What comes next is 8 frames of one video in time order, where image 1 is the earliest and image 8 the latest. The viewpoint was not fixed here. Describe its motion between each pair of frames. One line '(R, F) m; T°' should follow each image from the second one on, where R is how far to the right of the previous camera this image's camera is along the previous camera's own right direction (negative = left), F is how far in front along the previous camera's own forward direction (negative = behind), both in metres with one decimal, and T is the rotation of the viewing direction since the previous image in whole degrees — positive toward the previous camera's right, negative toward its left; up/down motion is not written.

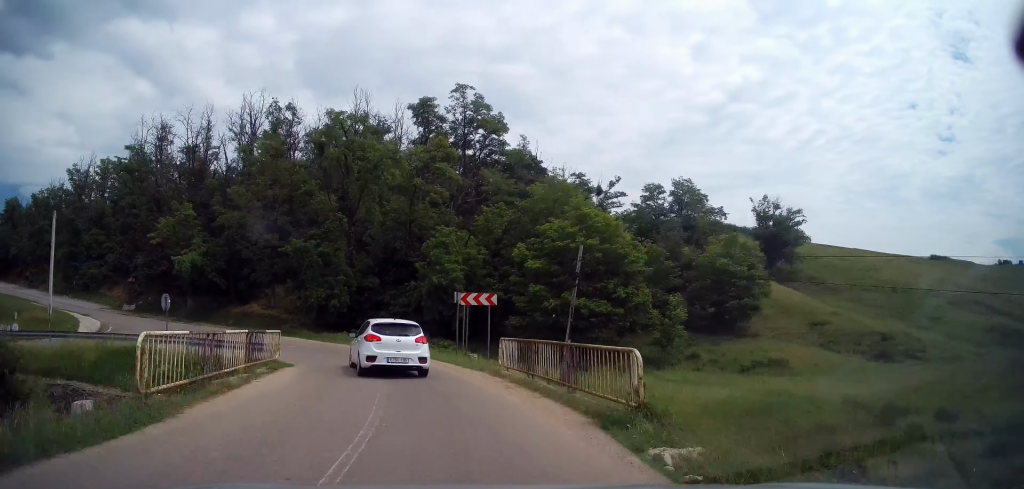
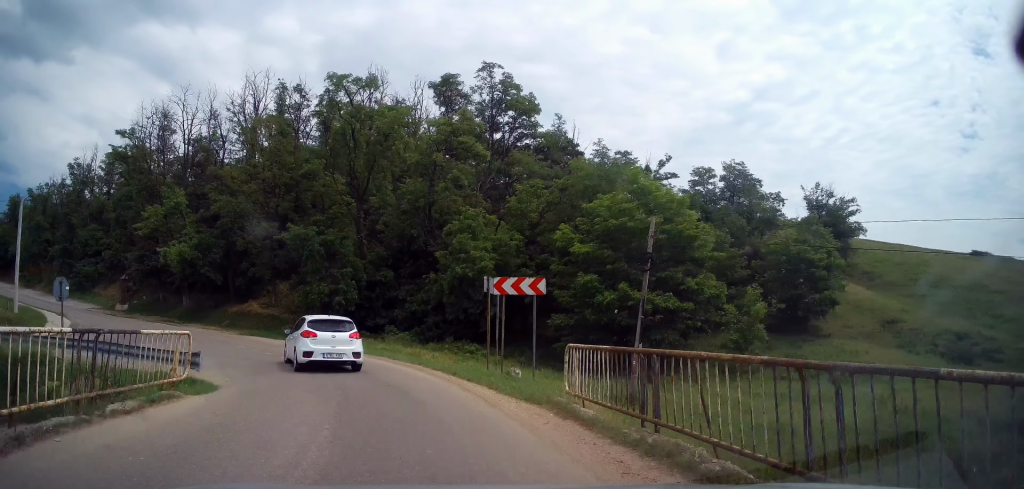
(-0.2, +7.1) m; -3°
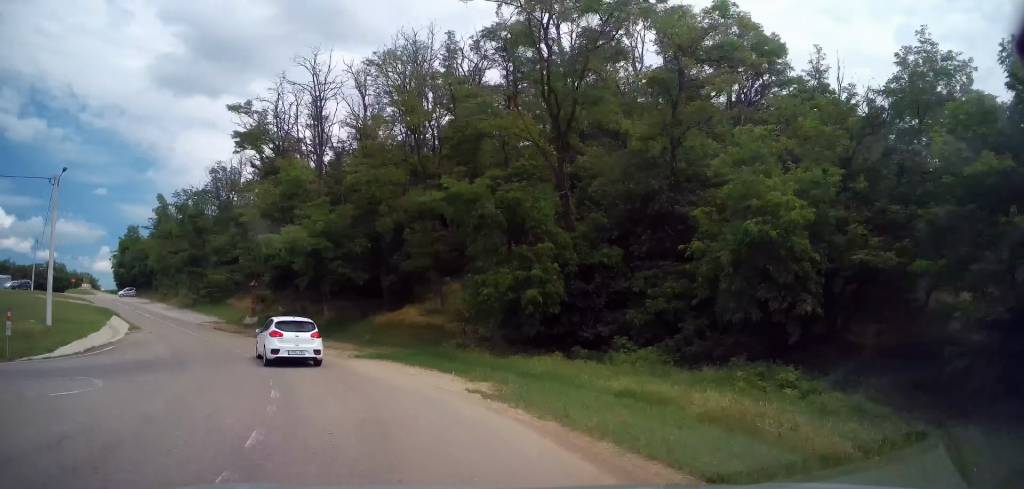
(-1.5, +15.2) m; -17°
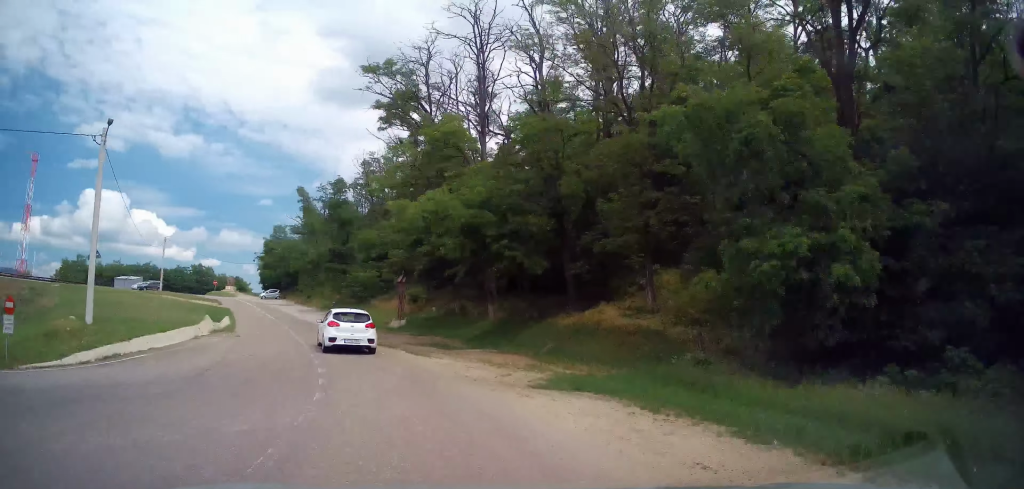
(-1.5, +10.1) m; -18°
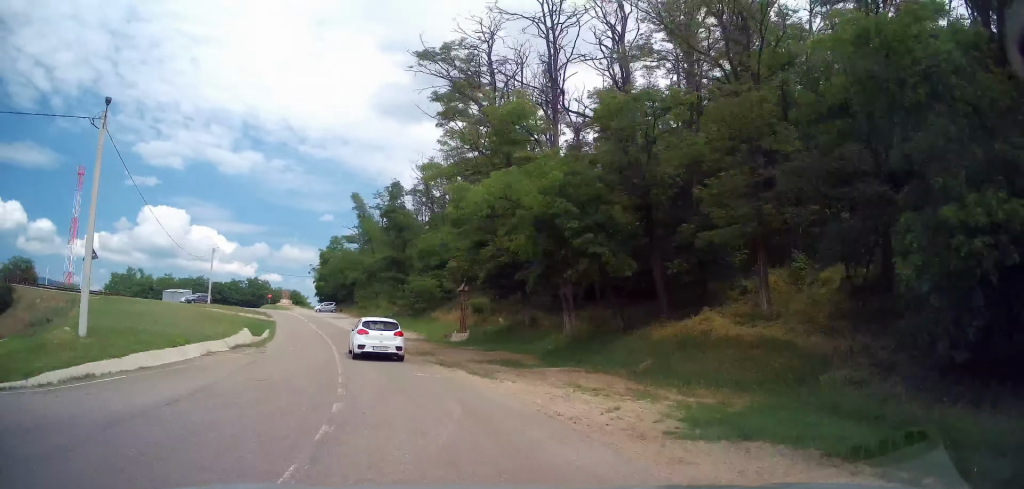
(-0.1, +4.2) m; -7°
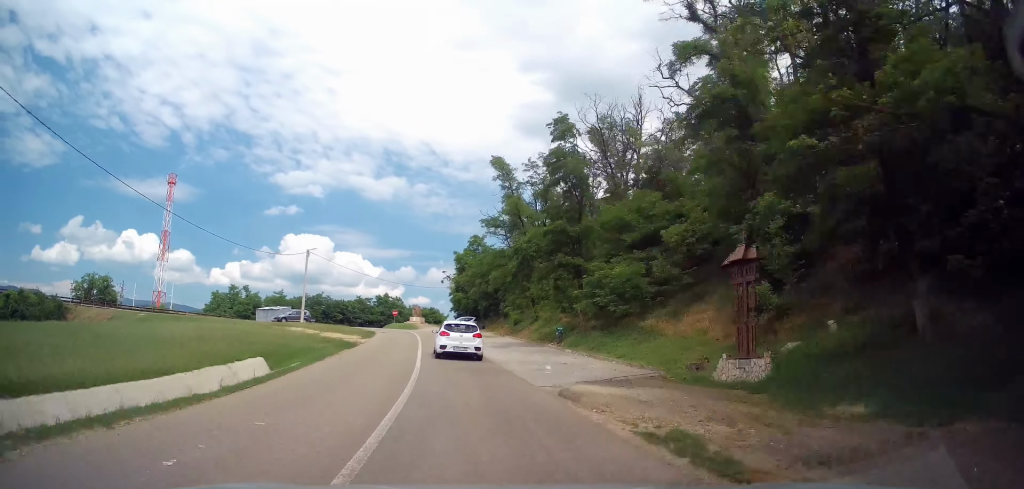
(-4.7, +19.6) m; -21°
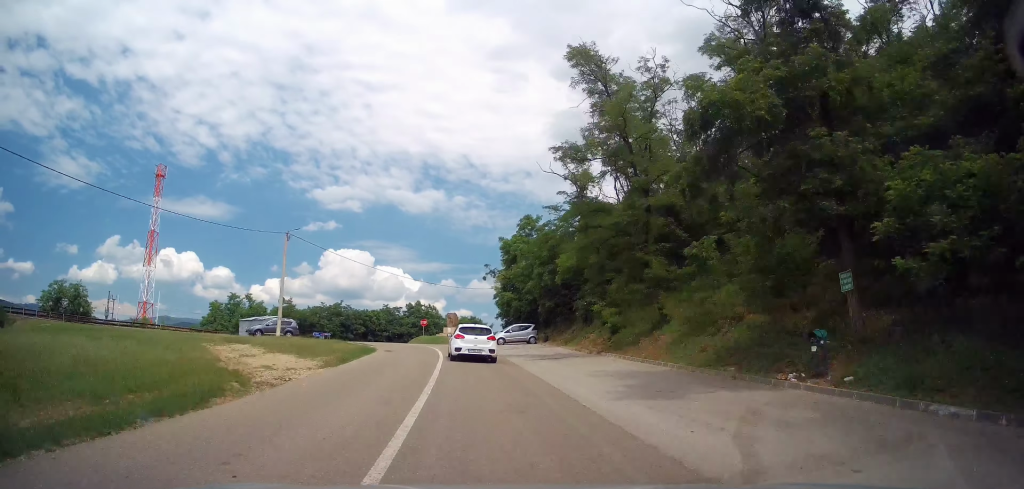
(-0.6, +18.9) m; -3°
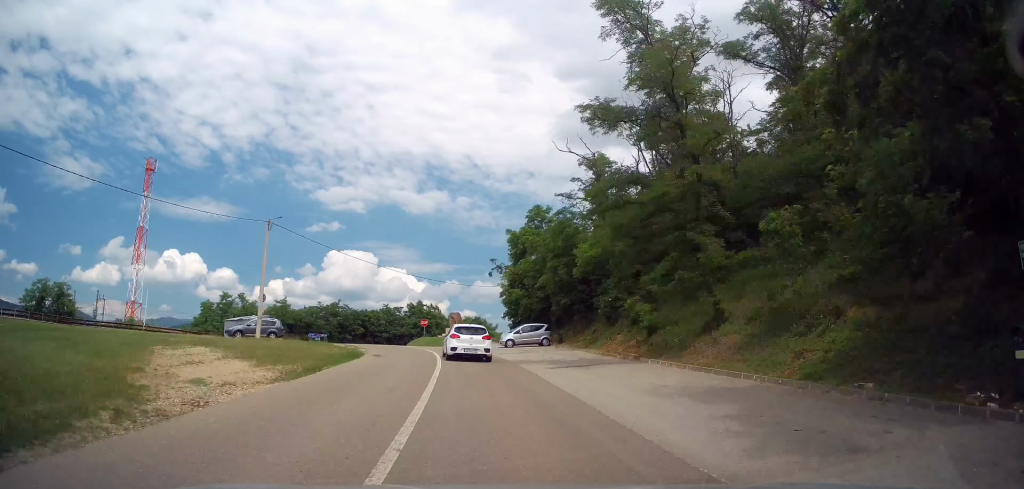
(0.0, +4.8) m; -1°
